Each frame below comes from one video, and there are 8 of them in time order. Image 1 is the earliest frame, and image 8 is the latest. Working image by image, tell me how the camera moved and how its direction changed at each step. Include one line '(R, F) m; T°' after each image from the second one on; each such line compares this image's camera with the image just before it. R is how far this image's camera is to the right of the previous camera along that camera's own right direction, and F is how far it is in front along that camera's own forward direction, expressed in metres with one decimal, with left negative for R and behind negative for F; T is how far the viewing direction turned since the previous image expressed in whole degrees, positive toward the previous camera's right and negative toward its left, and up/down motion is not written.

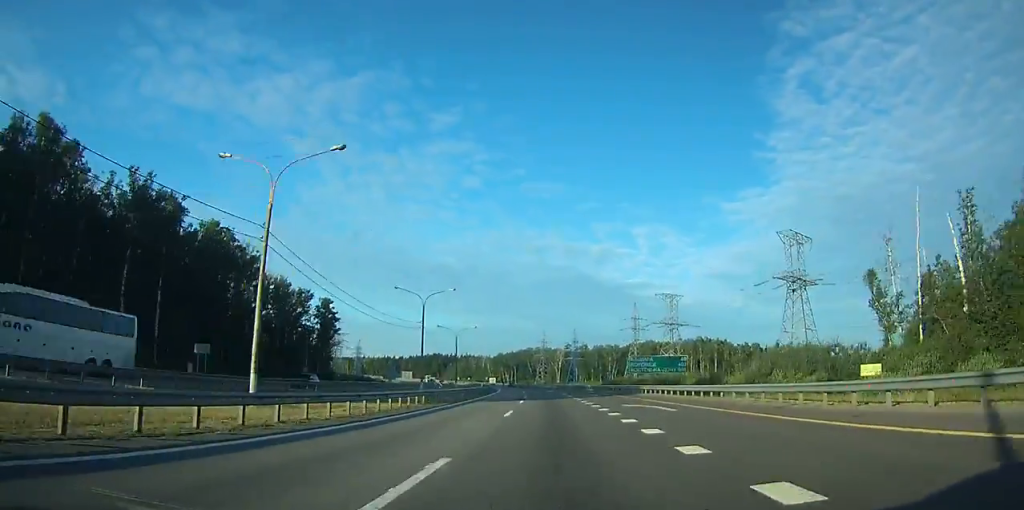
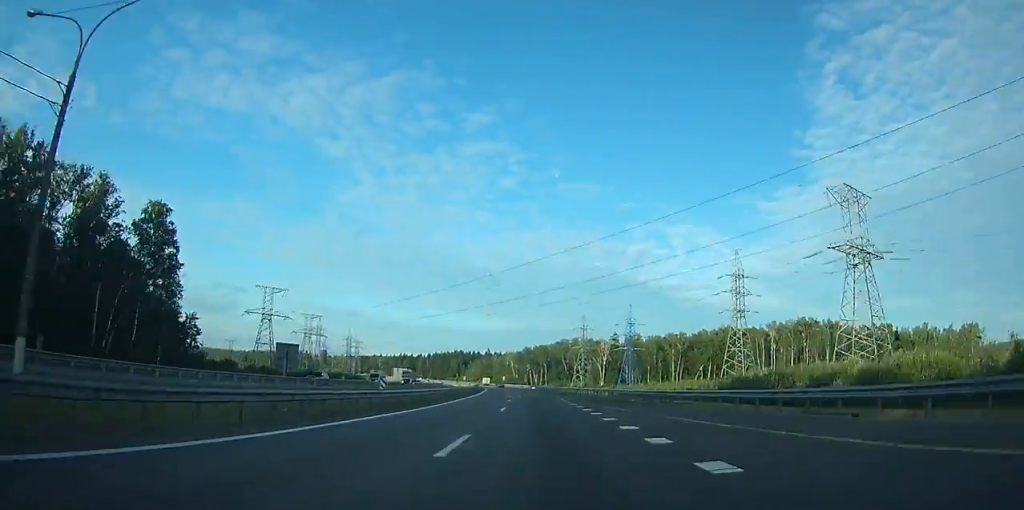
(-3.4, +90.7) m; -4°
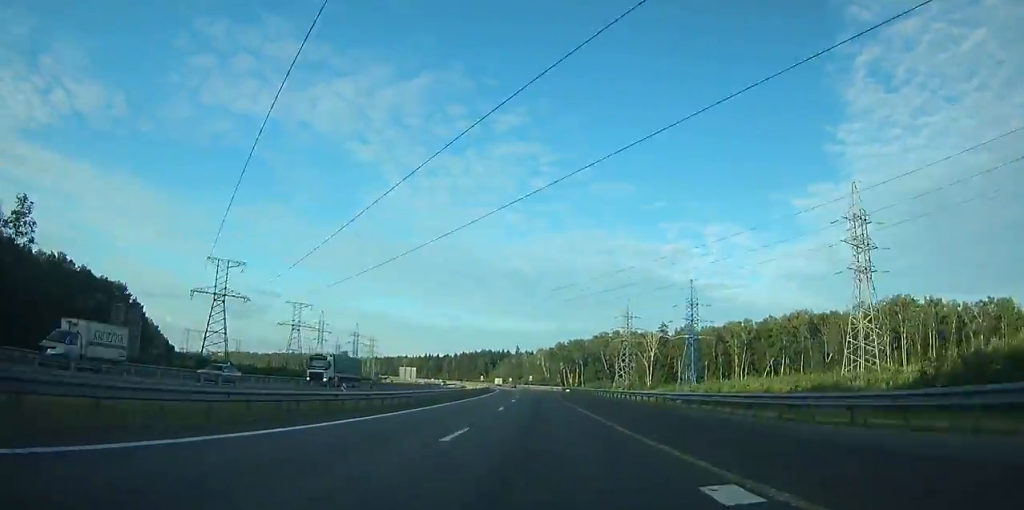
(-0.4, +43.4) m; -2°
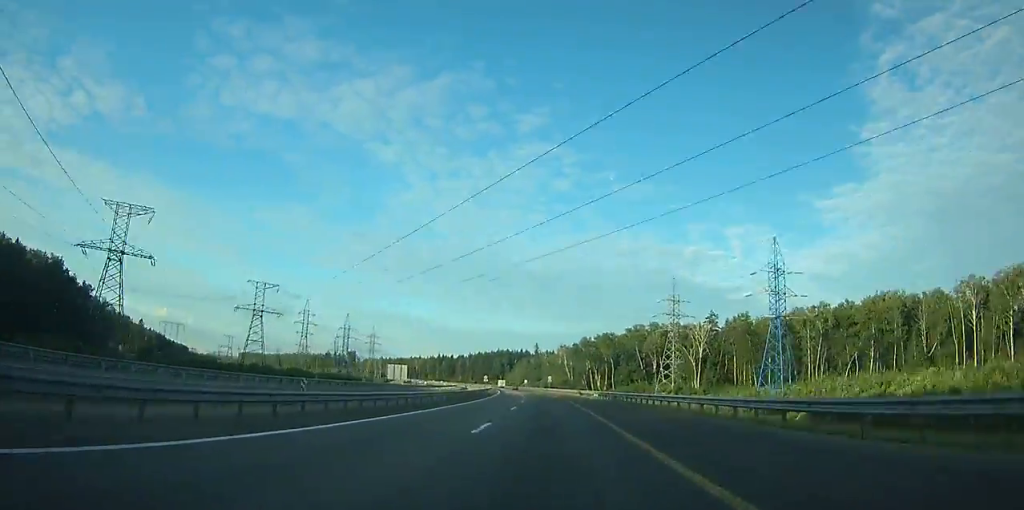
(-1.1, +47.4) m; -2°
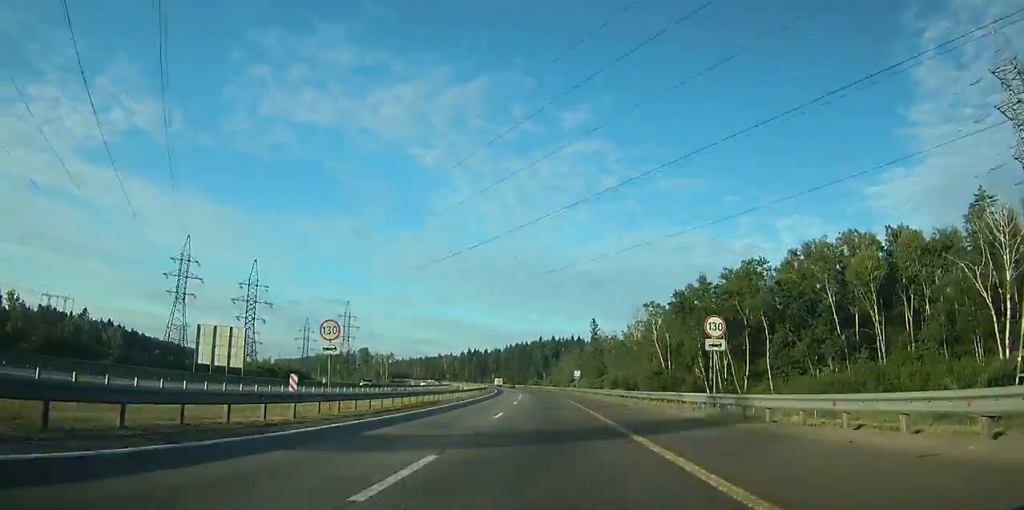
(-7.0, +127.5) m; -6°
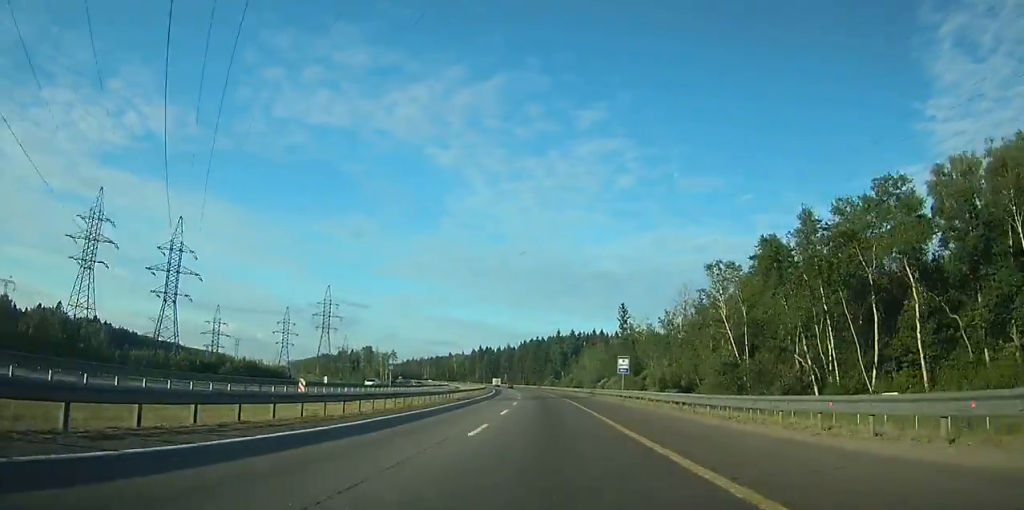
(-0.3, +42.0) m; -2°
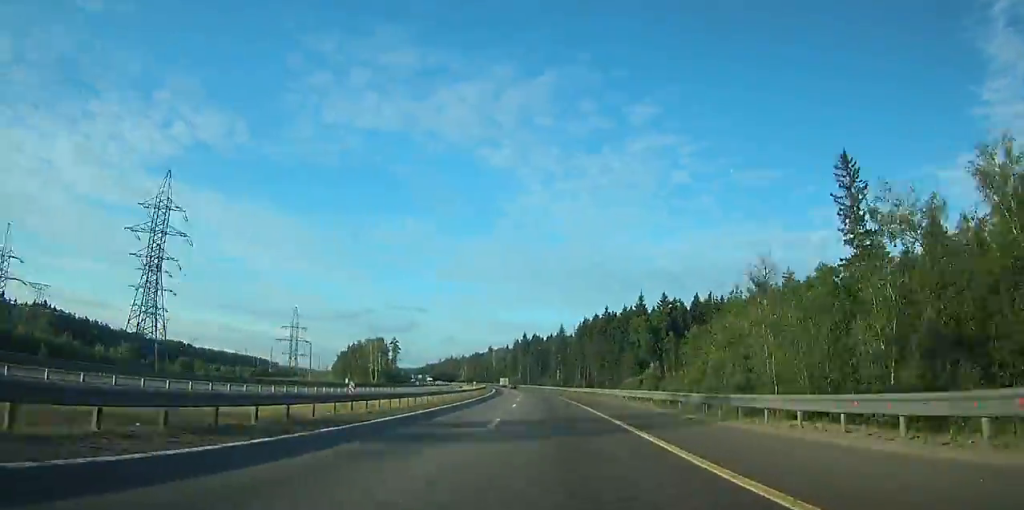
(-6.1, +123.6) m; -5°
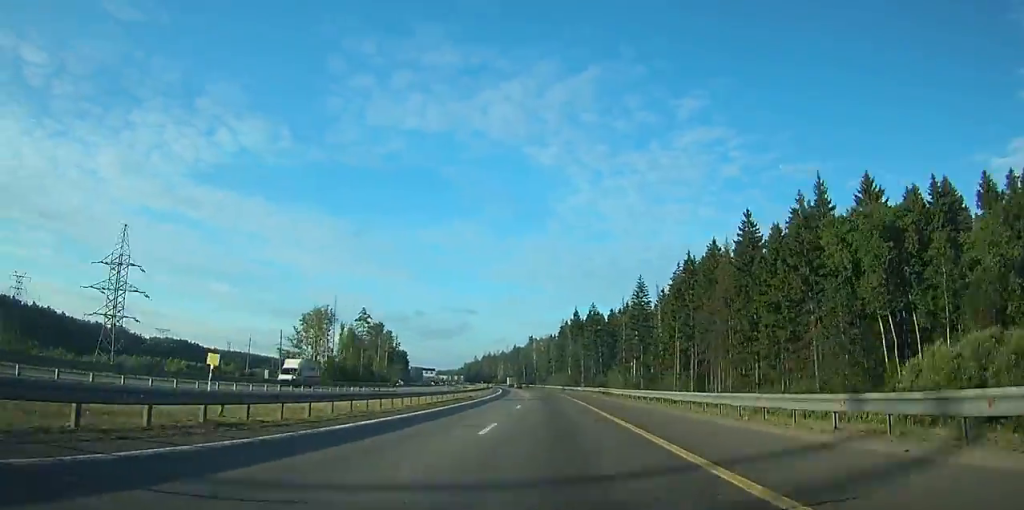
(-4.2, +97.4) m; -5°
